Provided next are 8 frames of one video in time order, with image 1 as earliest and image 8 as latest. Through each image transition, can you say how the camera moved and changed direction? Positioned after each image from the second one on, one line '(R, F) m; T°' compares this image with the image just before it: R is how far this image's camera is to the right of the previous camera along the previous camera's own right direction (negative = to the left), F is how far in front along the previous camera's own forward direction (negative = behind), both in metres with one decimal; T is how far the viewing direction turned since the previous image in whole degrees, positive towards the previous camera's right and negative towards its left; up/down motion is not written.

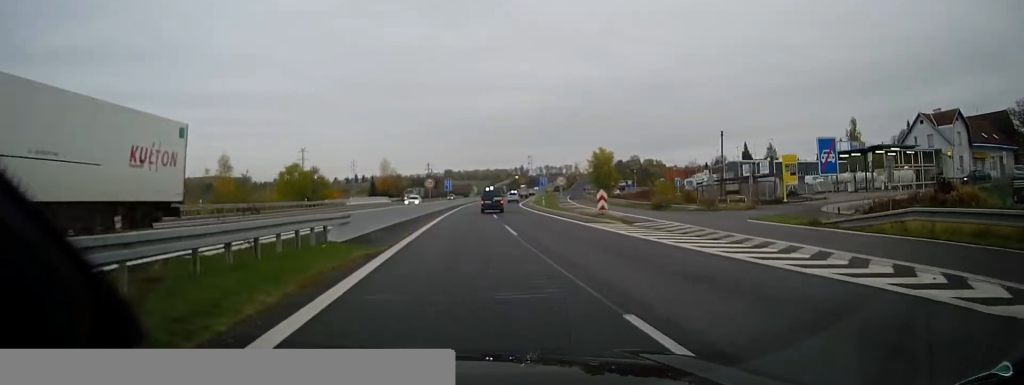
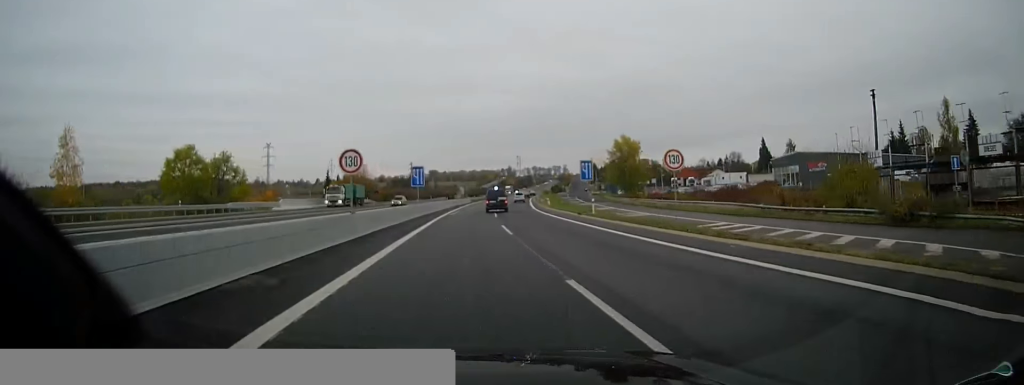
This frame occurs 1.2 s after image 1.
(+0.5, +33.7) m; +1°
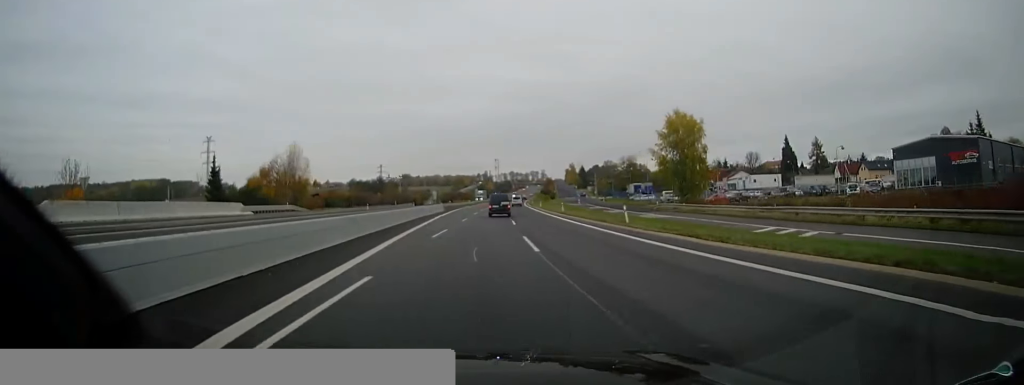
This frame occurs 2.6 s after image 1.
(+0.3, +42.3) m; +2°
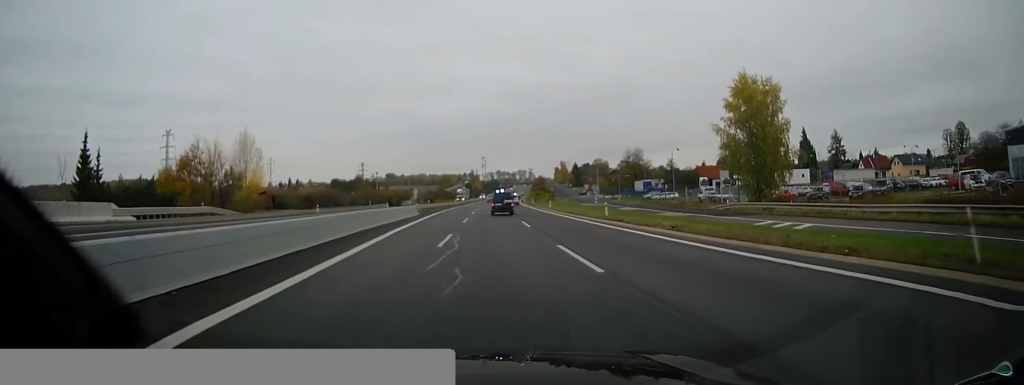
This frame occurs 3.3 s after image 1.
(+0.6, +23.8) m; +1°
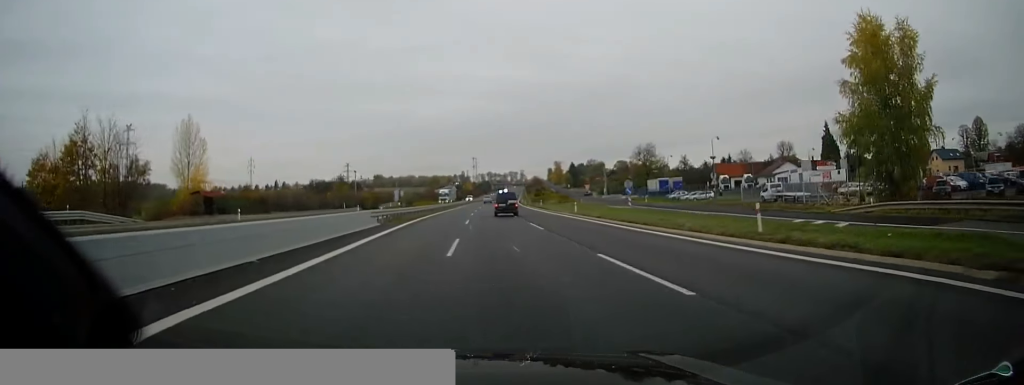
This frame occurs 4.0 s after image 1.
(+0.3, +21.1) m; +1°
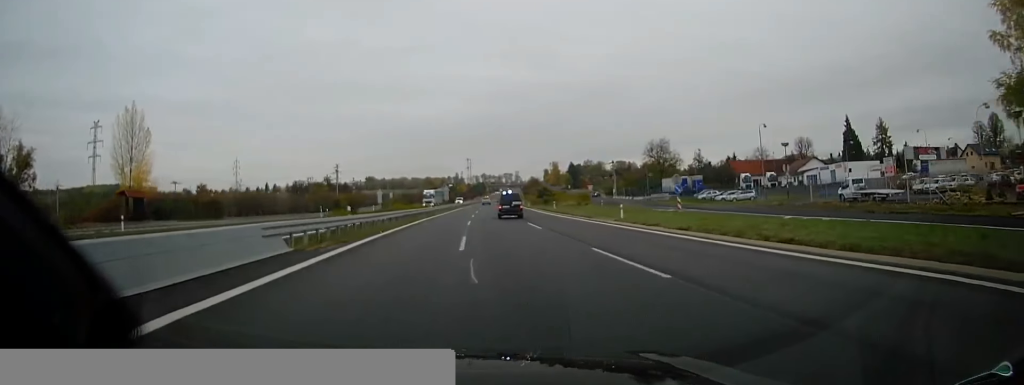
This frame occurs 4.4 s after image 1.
(0.0, +15.9) m; 0°
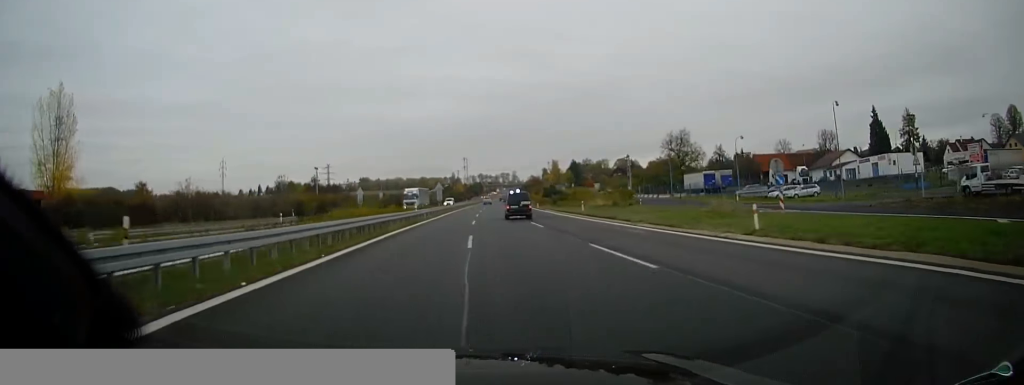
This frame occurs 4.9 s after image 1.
(0.0, +16.0) m; 0°
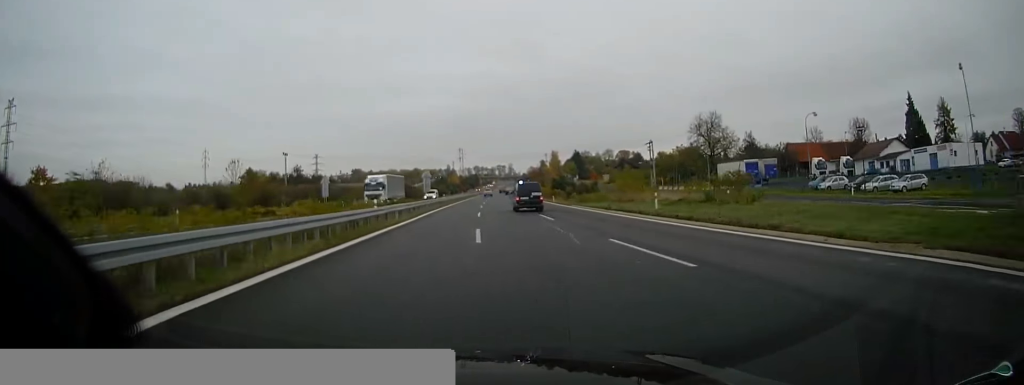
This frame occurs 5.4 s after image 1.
(-0.1, +18.5) m; +1°
